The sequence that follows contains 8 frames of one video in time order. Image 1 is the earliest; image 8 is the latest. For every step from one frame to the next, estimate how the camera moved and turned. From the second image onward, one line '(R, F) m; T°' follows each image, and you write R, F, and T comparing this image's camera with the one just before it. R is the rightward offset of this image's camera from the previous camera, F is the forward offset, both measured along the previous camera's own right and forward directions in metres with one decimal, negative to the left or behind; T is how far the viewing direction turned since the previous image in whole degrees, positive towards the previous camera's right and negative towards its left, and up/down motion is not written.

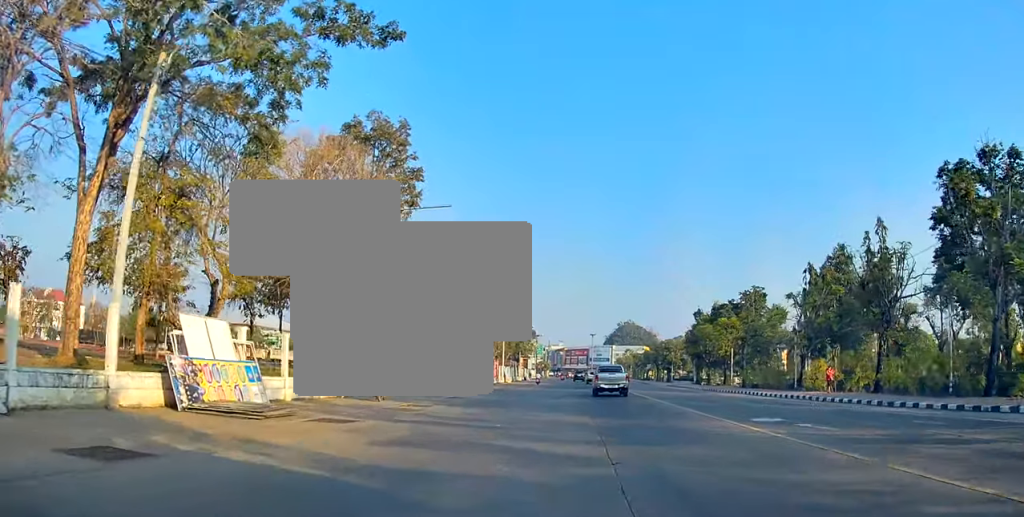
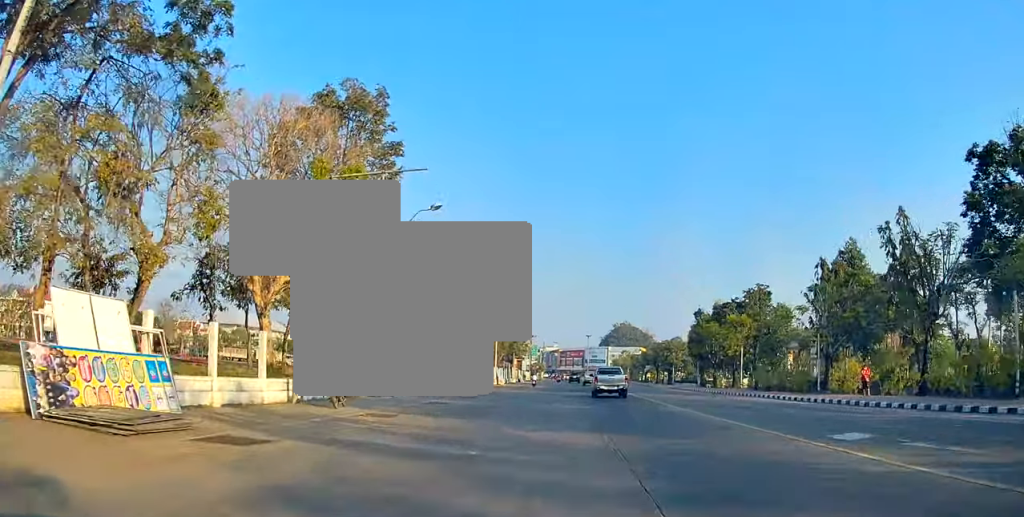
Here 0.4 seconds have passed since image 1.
(0.0, +5.0) m; 0°
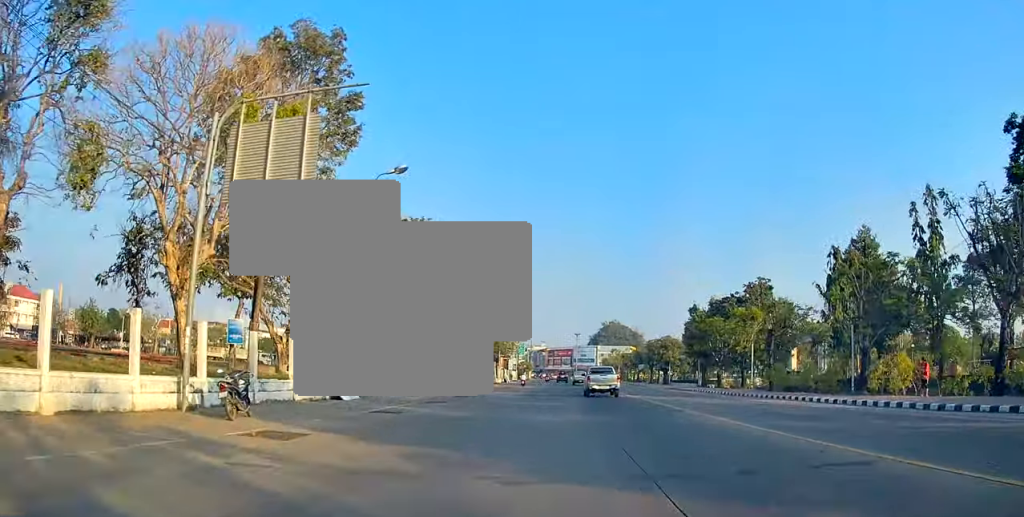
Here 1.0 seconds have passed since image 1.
(0.0, +6.6) m; 0°
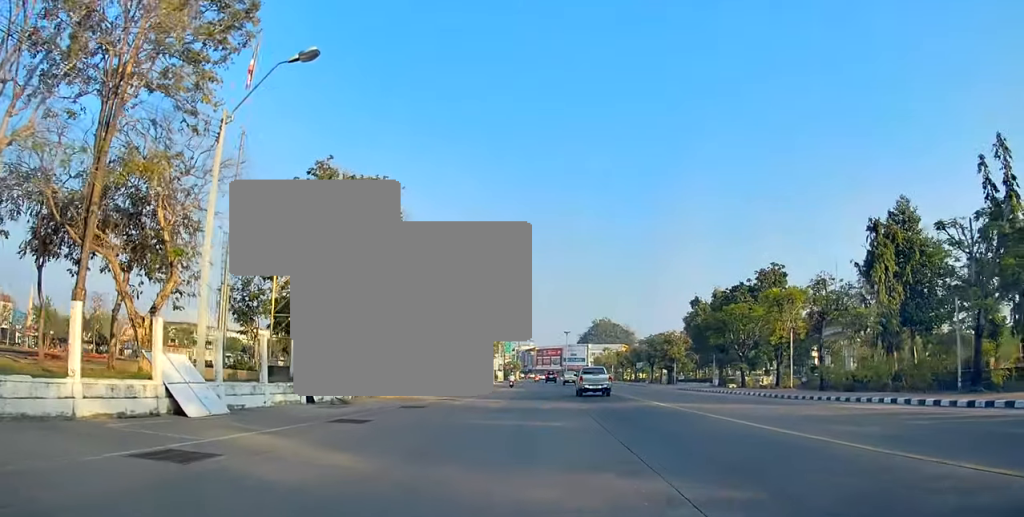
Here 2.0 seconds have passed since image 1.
(0.0, +11.5) m; 0°
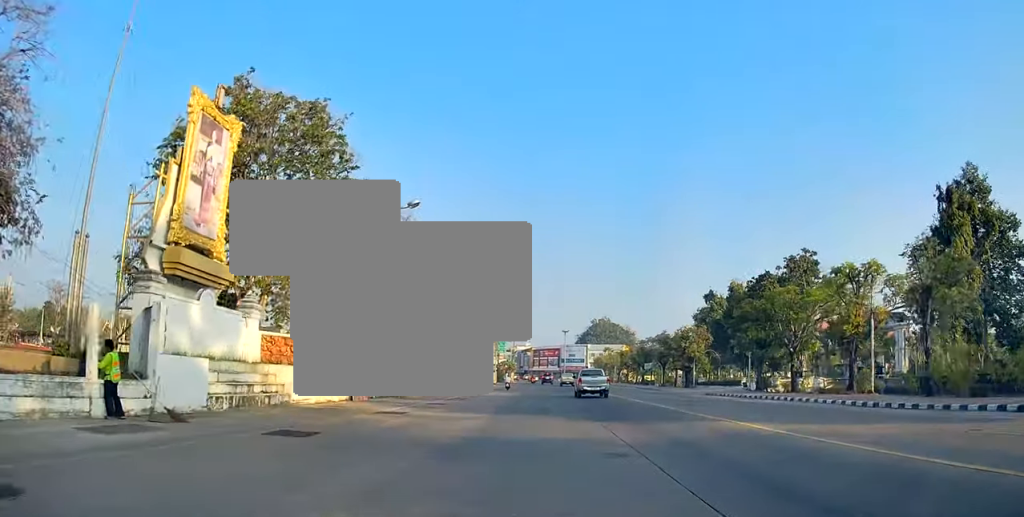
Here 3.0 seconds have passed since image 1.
(0.0, +11.8) m; +1°
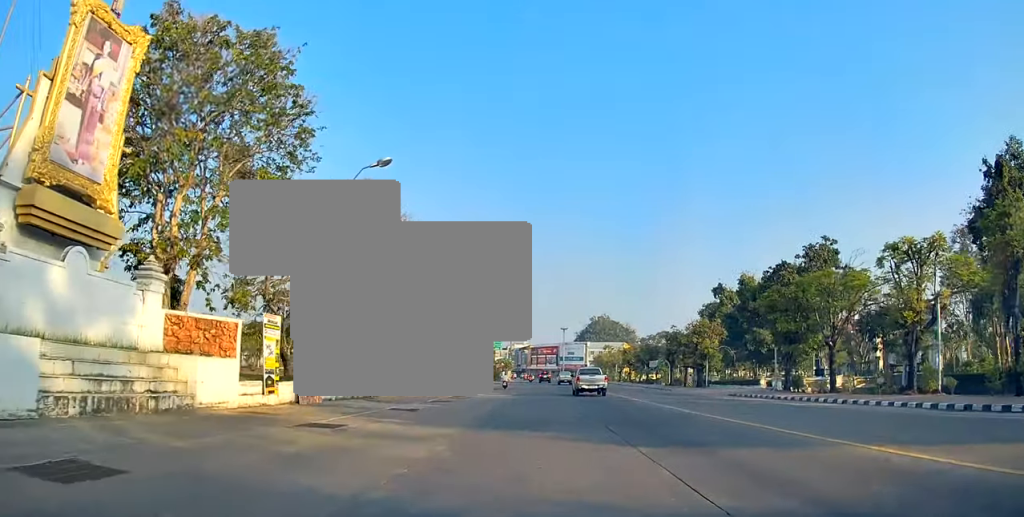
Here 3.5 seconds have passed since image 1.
(-0.1, +6.3) m; +1°
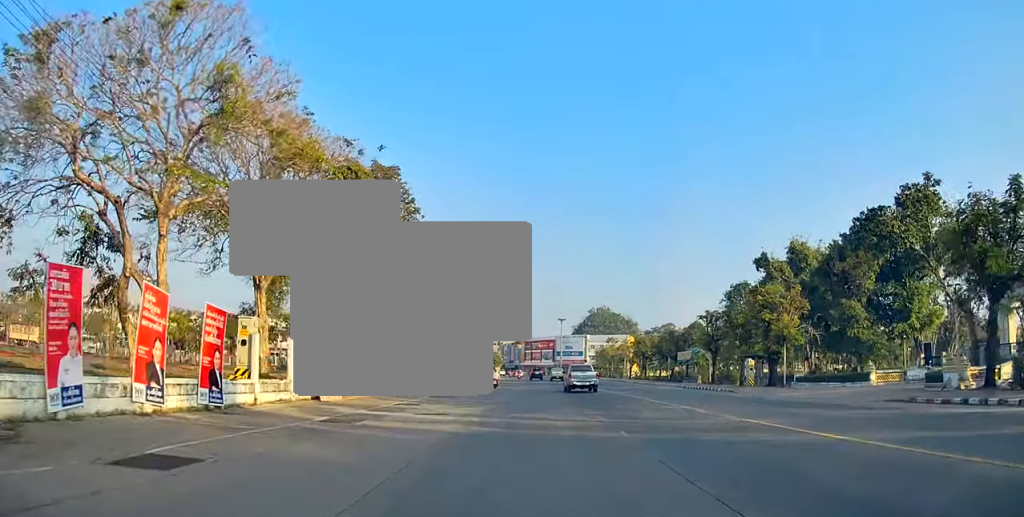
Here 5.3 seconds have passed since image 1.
(+0.6, +21.4) m; +2°
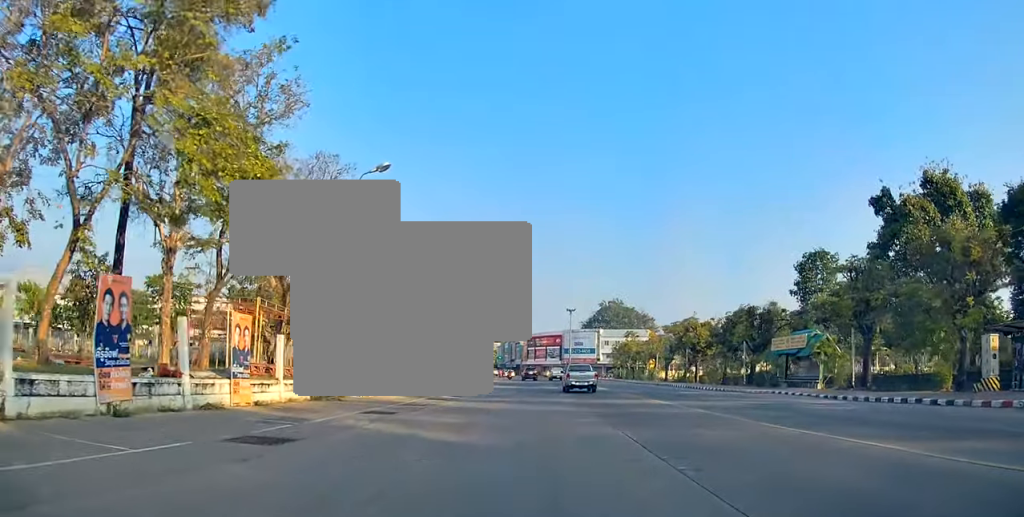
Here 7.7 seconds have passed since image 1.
(0.0, +28.3) m; -1°
